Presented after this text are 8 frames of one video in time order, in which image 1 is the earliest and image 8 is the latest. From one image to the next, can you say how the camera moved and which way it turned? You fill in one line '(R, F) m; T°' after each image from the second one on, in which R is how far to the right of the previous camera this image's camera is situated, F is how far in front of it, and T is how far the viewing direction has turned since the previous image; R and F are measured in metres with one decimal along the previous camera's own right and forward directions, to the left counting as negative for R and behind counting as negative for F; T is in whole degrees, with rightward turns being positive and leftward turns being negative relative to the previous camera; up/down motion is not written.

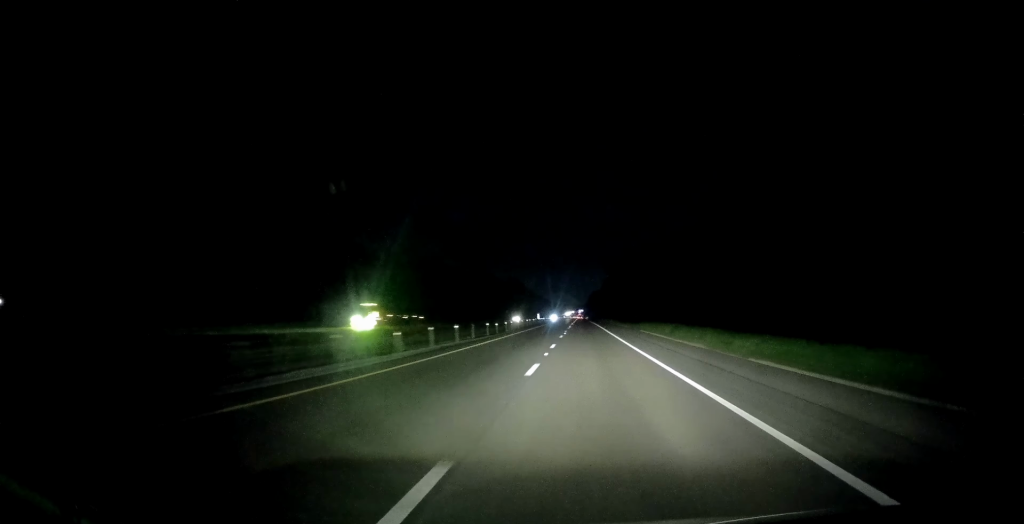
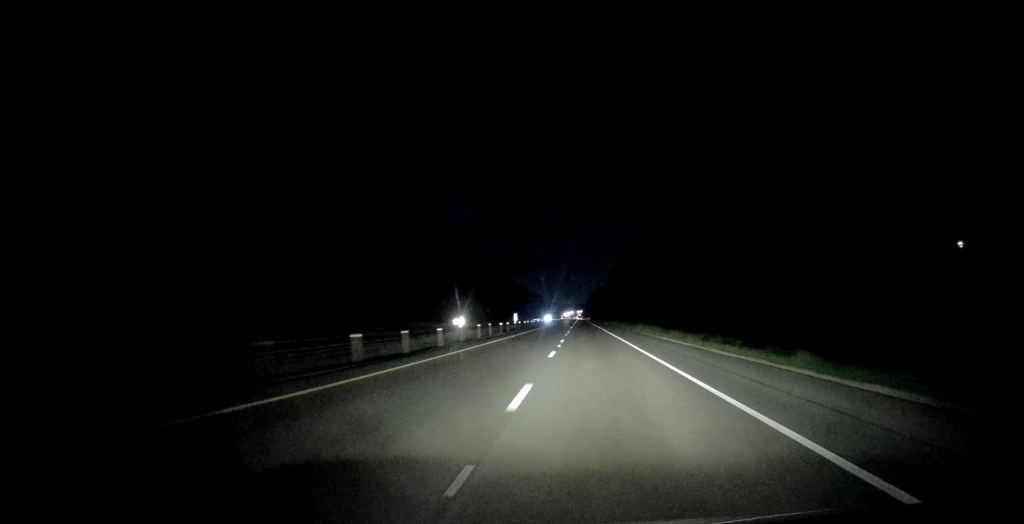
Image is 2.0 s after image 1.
(+0.6, +65.9) m; 0°
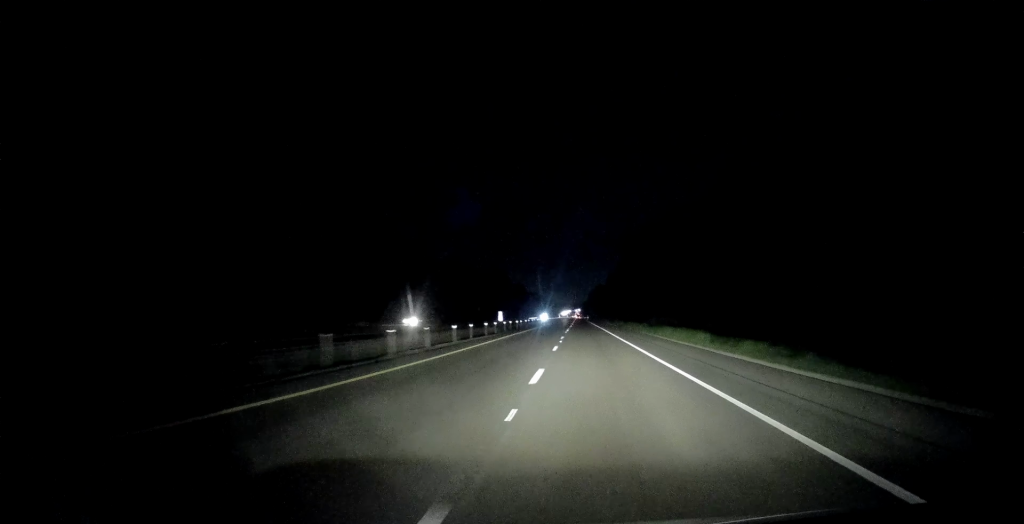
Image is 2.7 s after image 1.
(-0.2, +20.5) m; -1°
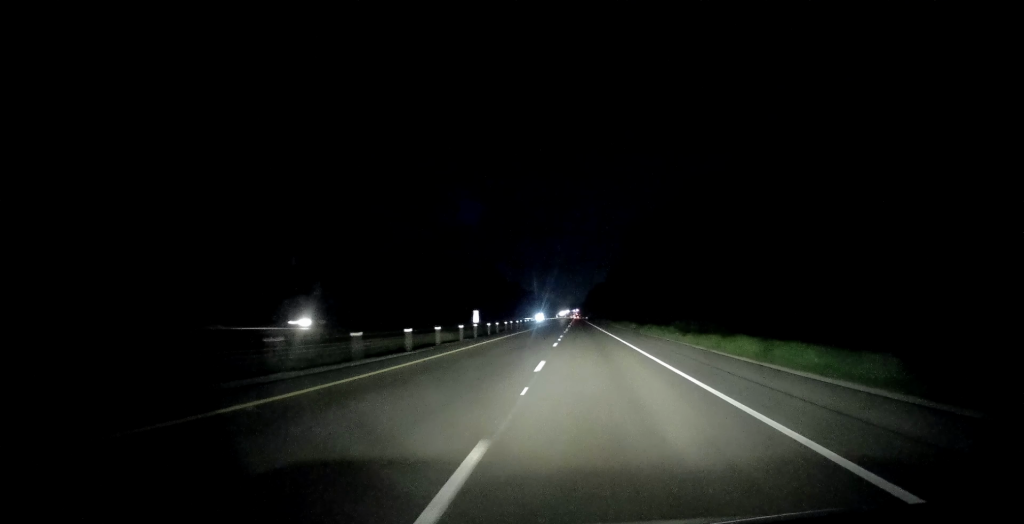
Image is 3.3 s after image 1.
(-0.1, +21.5) m; 0°
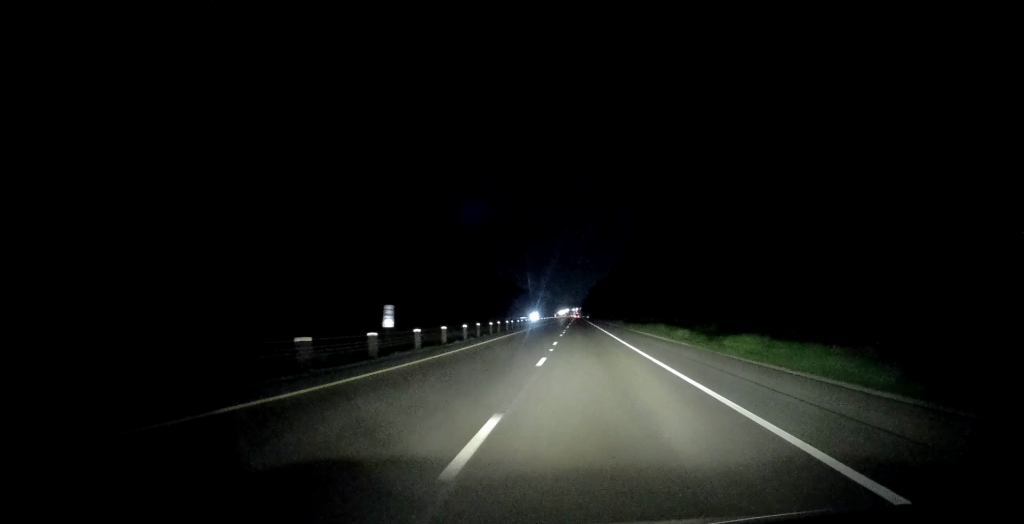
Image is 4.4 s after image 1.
(+0.3, +34.5) m; +1°
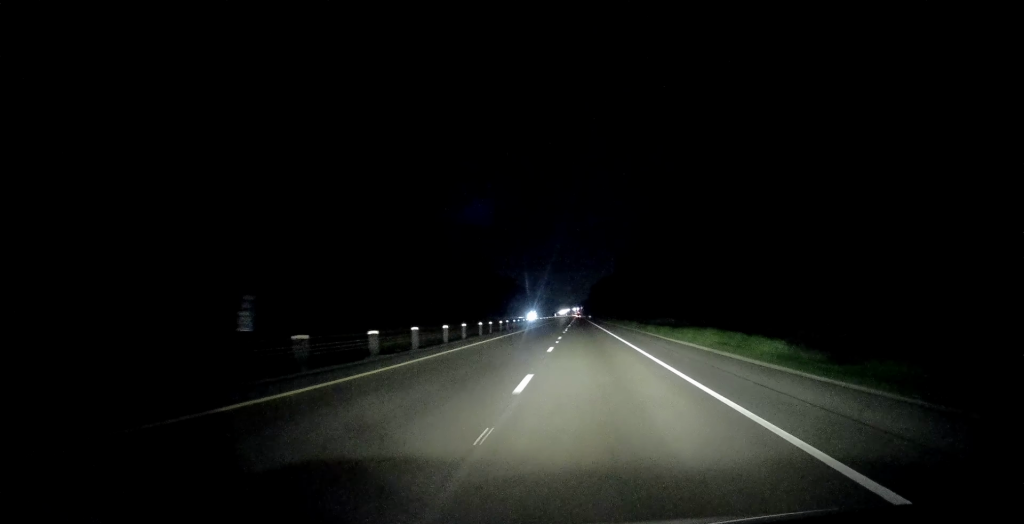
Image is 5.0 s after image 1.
(+0.1, +18.3) m; +1°
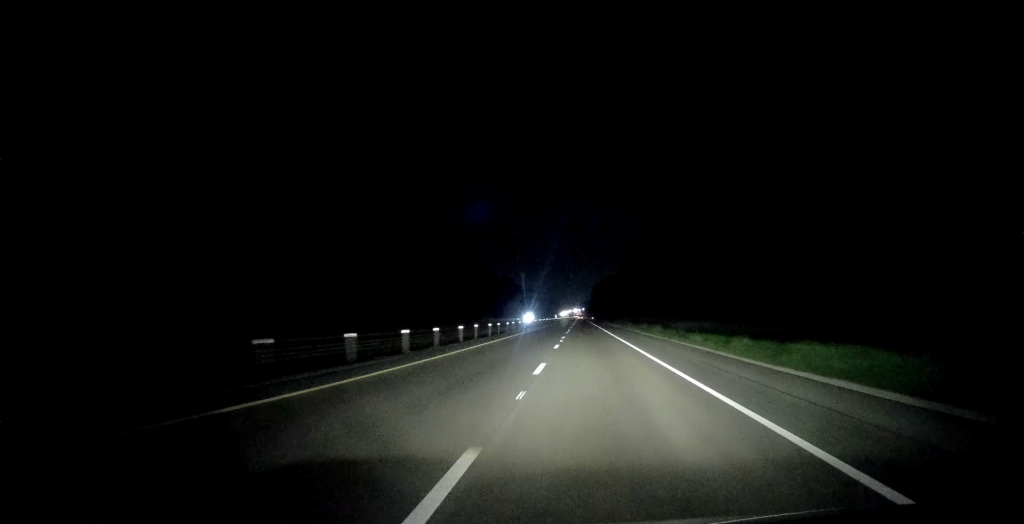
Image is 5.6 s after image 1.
(+0.1, +20.5) m; +1°
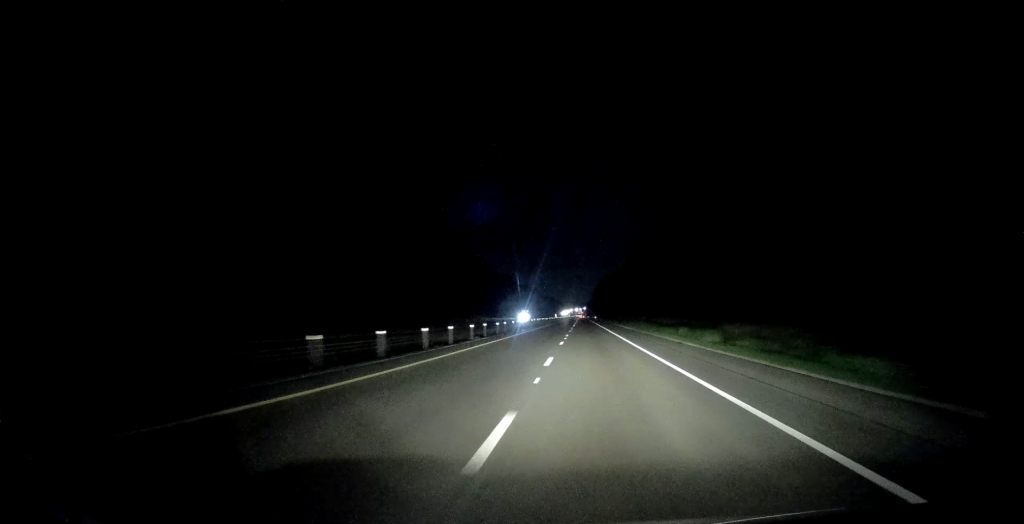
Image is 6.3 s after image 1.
(+0.1, +21.6) m; -1°
